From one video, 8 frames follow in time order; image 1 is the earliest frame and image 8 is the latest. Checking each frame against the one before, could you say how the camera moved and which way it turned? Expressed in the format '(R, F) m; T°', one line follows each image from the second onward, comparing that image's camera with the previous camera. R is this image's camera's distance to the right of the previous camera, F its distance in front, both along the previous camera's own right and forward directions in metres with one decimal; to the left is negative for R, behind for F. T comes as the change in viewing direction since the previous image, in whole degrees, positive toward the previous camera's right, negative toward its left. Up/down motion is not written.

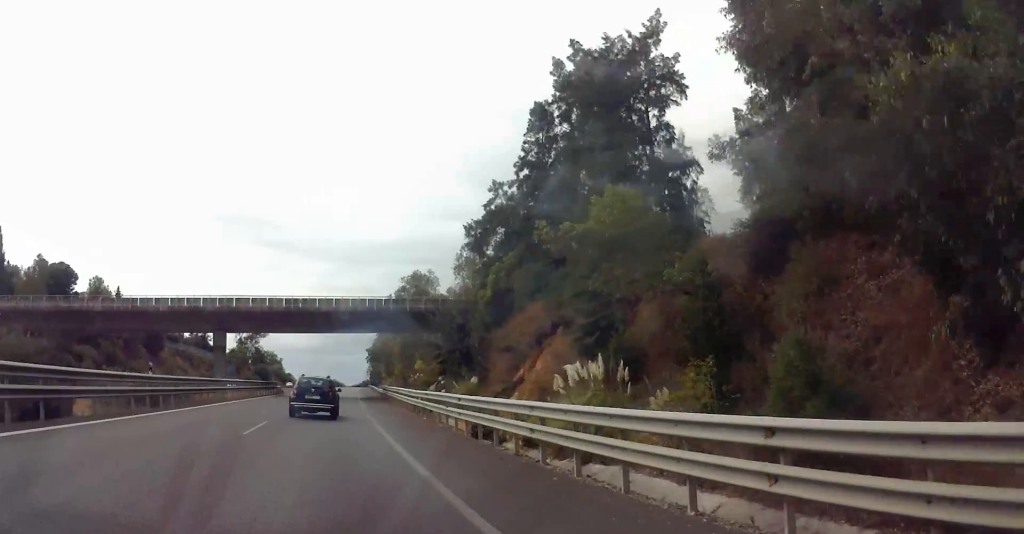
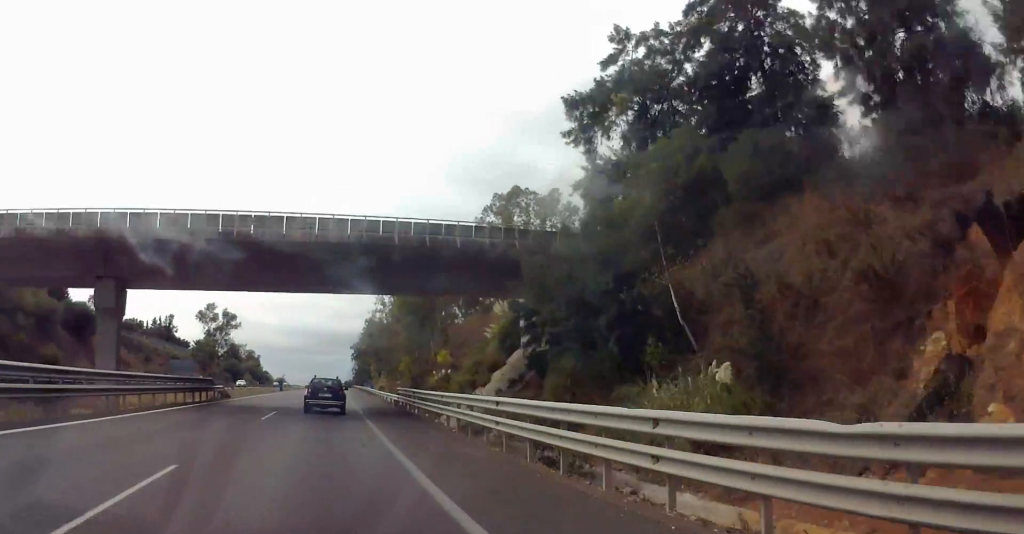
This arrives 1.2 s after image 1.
(-0.2, +29.9) m; -1°
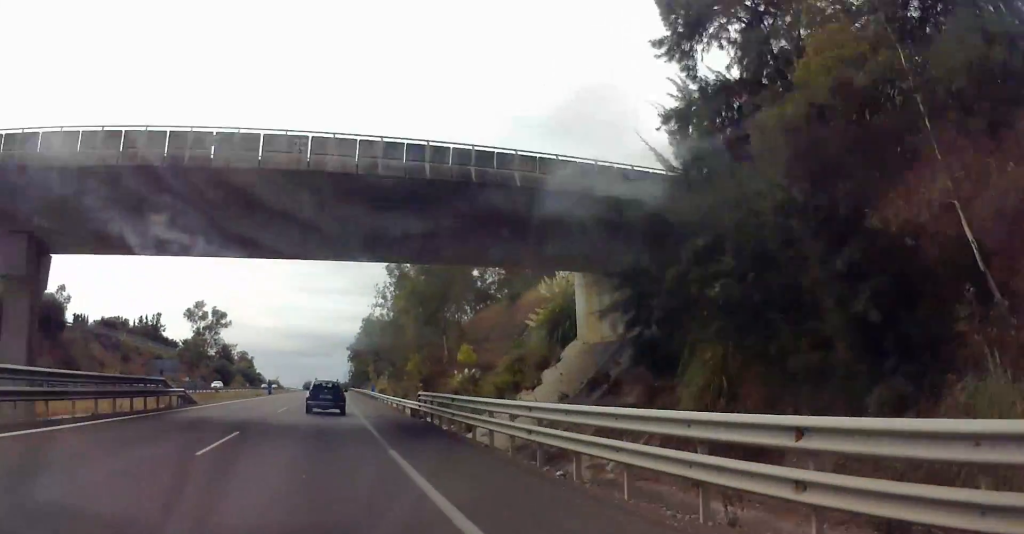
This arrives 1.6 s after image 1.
(0.0, +11.0) m; 0°
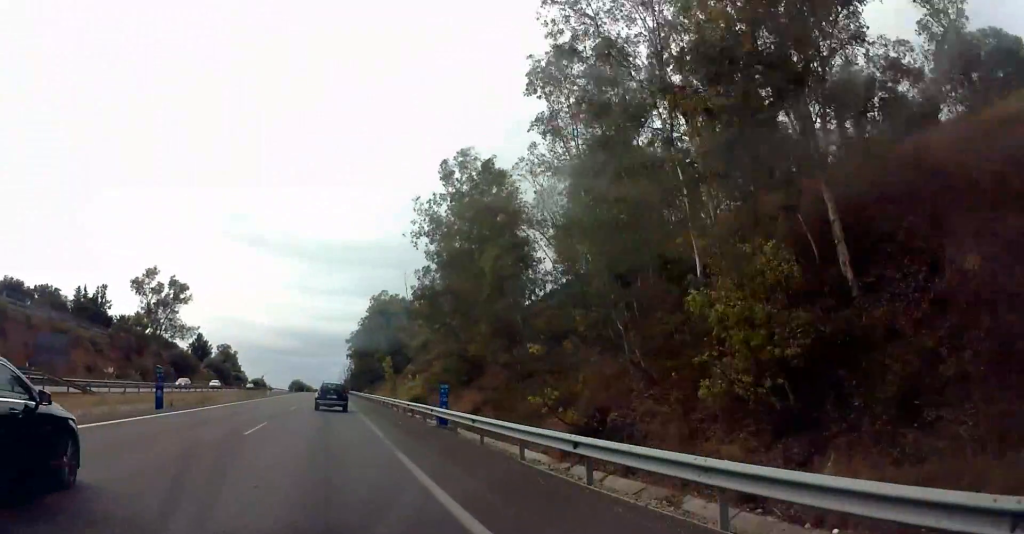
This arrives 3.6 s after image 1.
(+0.3, +50.2) m; +3°
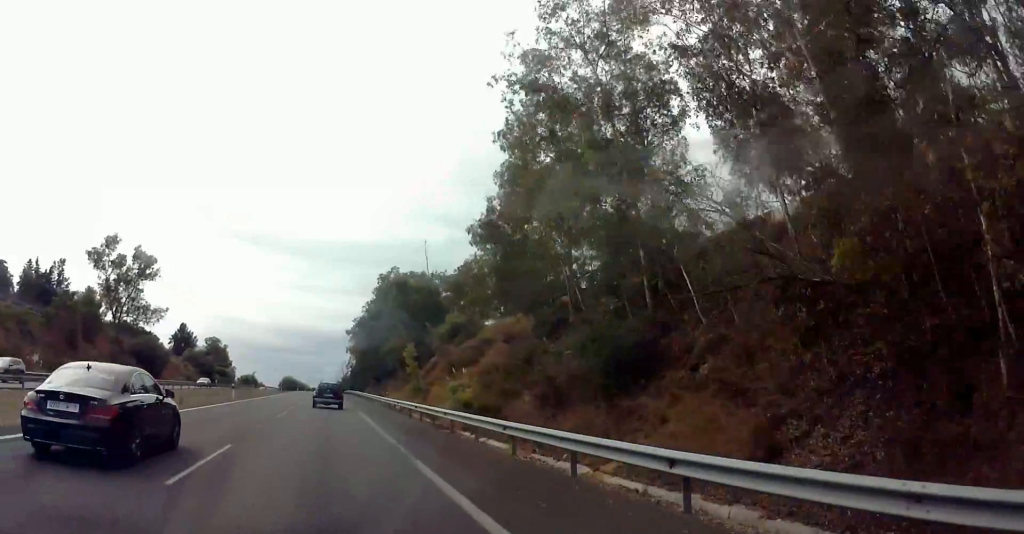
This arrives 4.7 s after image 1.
(+0.7, +26.2) m; +2°
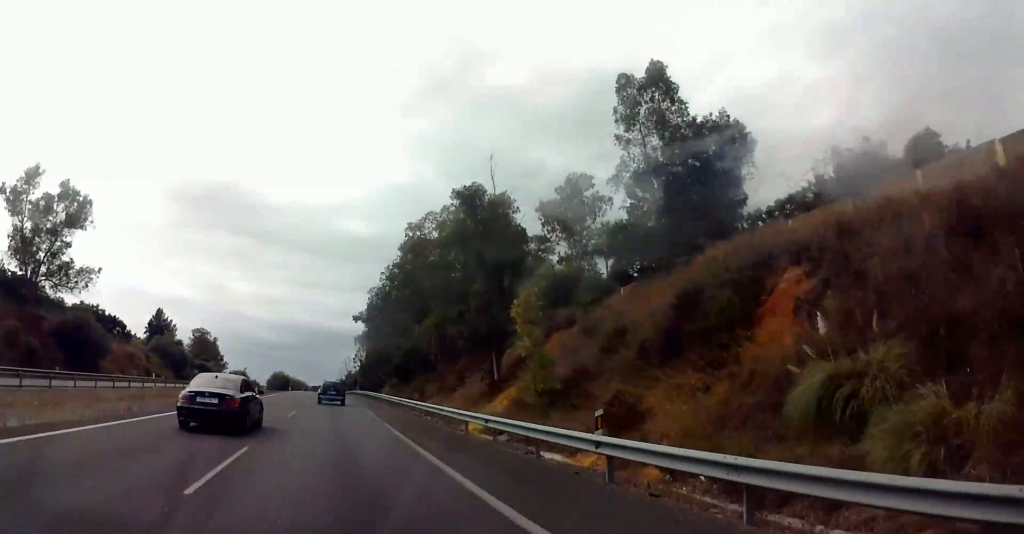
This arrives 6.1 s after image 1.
(+0.2, +36.4) m; 0°
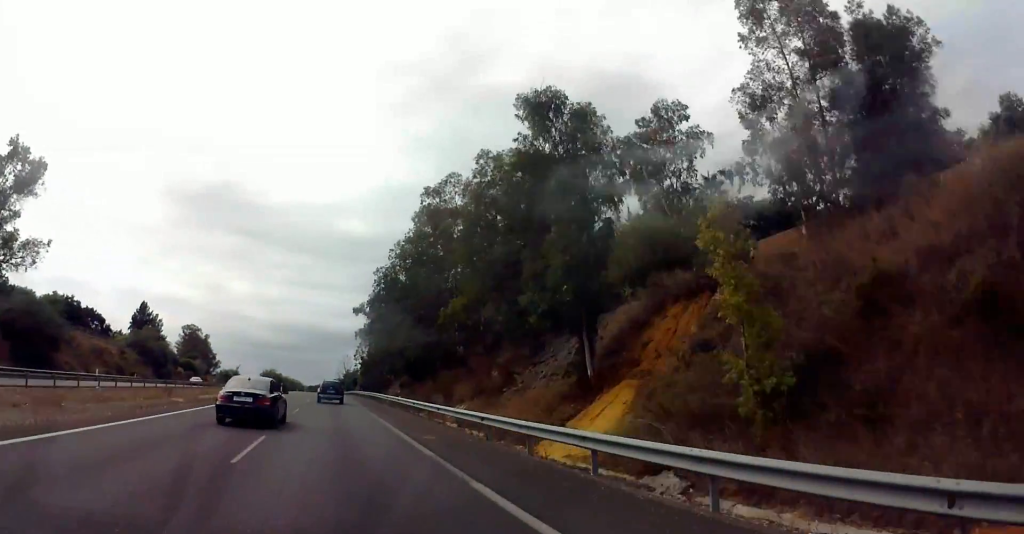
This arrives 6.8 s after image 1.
(-0.1, +16.2) m; 0°
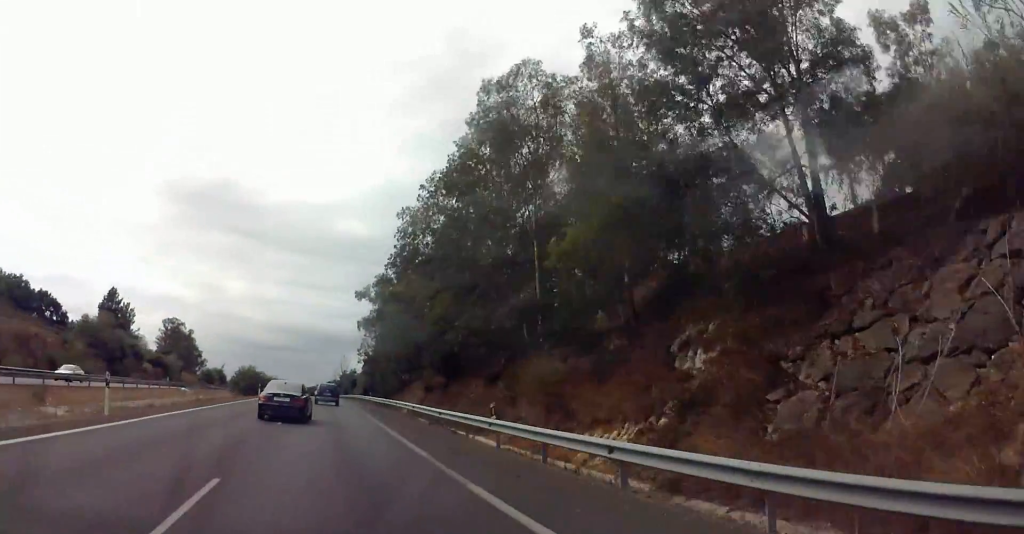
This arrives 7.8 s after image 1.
(0.0, +25.3) m; 0°
